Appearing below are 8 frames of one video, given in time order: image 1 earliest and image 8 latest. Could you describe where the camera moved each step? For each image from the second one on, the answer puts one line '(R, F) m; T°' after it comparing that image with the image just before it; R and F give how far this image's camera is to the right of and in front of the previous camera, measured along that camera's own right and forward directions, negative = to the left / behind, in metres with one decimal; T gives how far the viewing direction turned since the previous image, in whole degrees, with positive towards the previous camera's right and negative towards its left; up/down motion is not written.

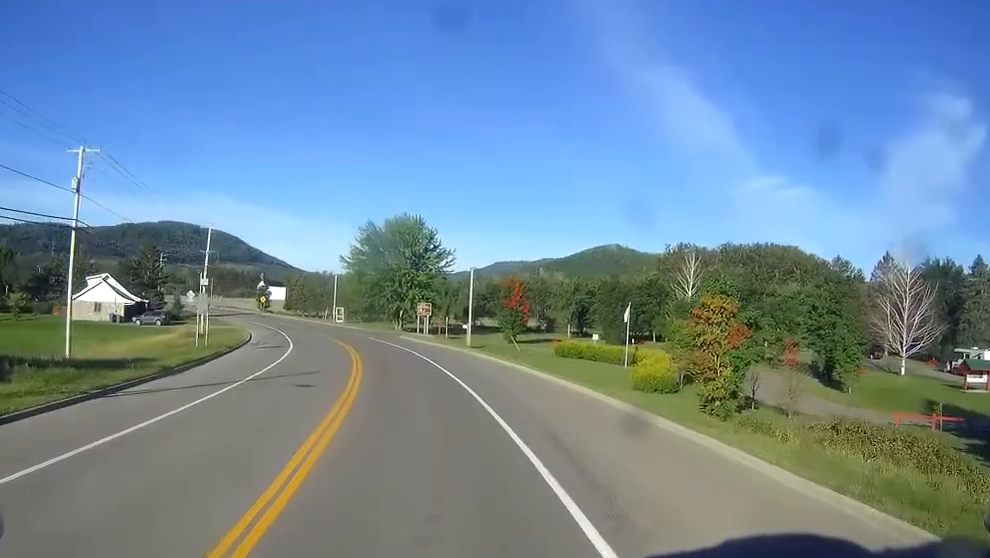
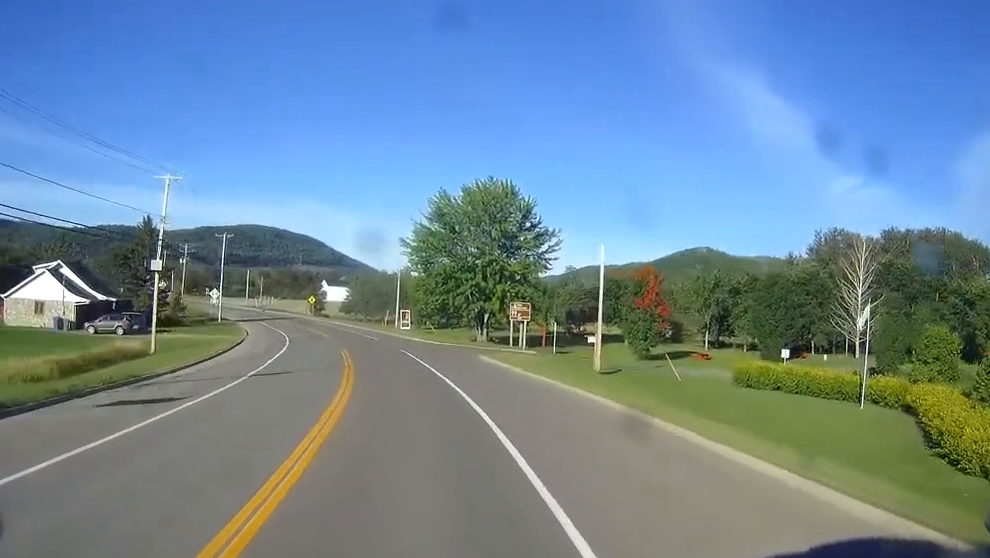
(-2.8, +36.7) m; -4°
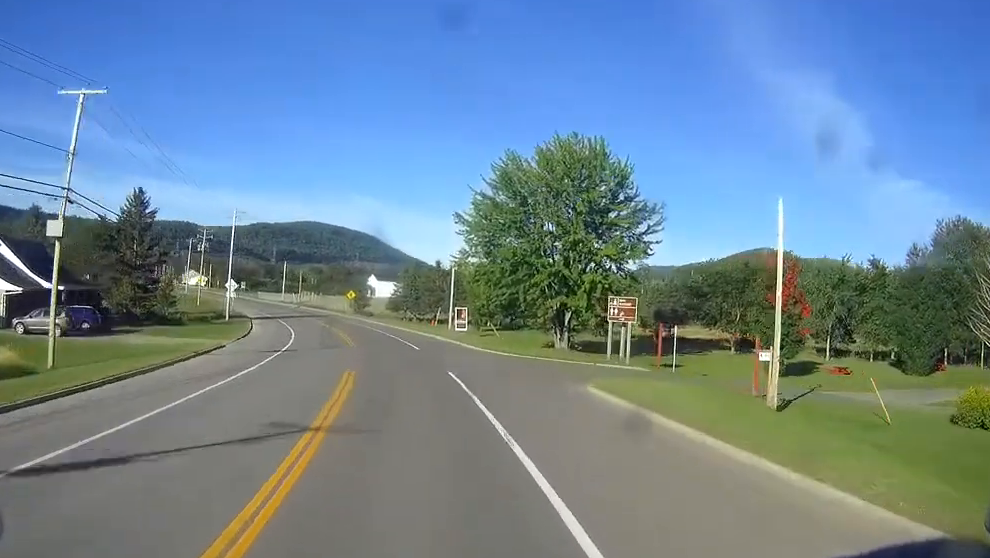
(0.0, +22.2) m; 0°
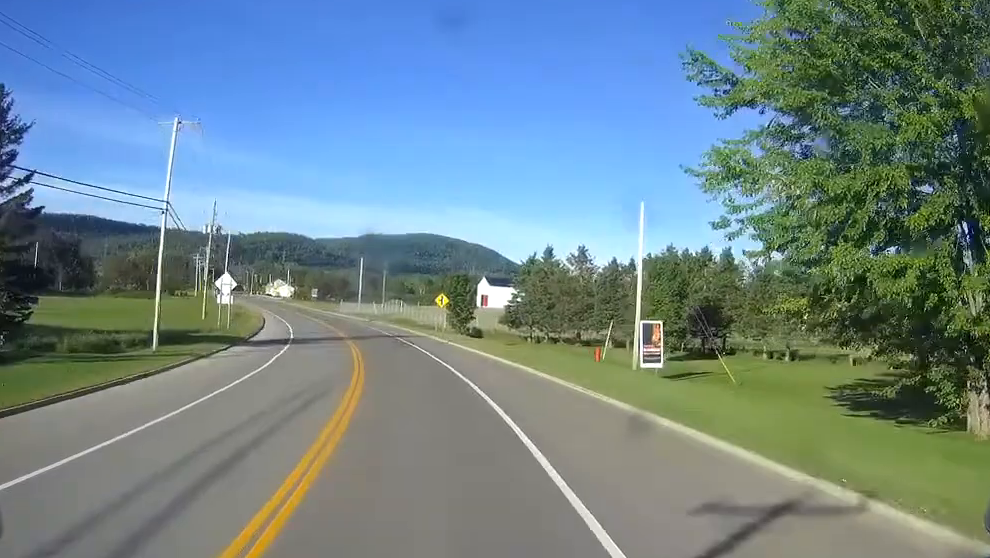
(-3.0, +46.5) m; -14°
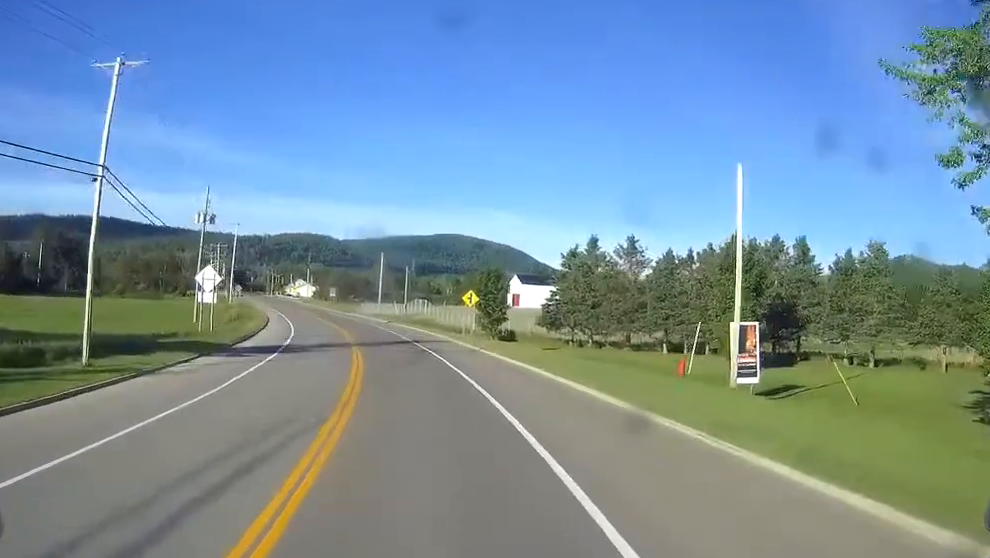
(-1.1, +11.0) m; -5°
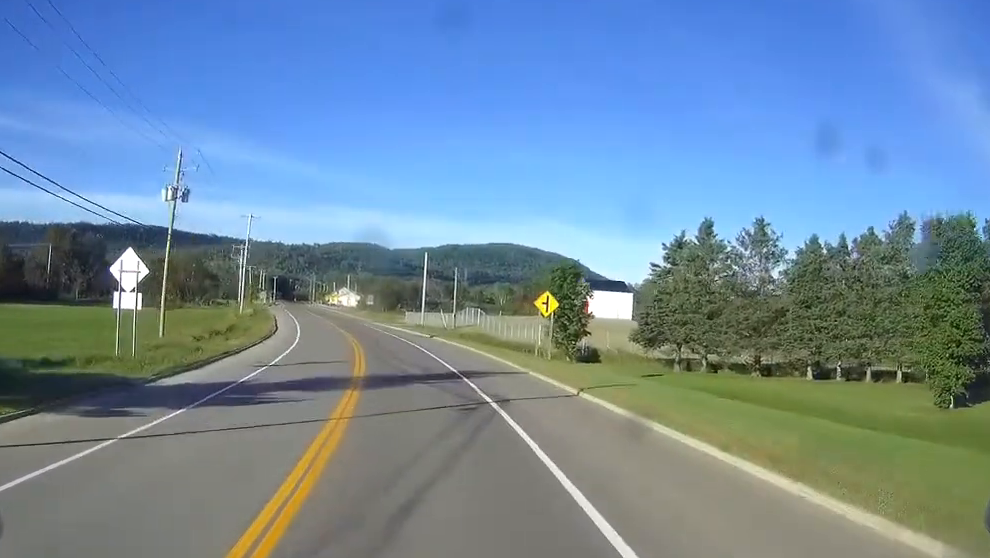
(-0.2, +19.9) m; 0°
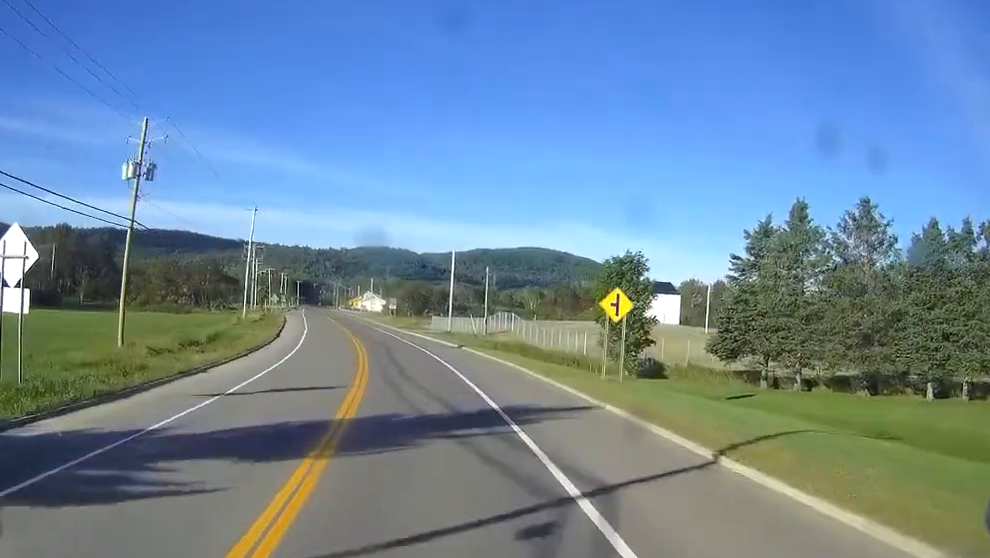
(0.0, +11.0) m; 0°
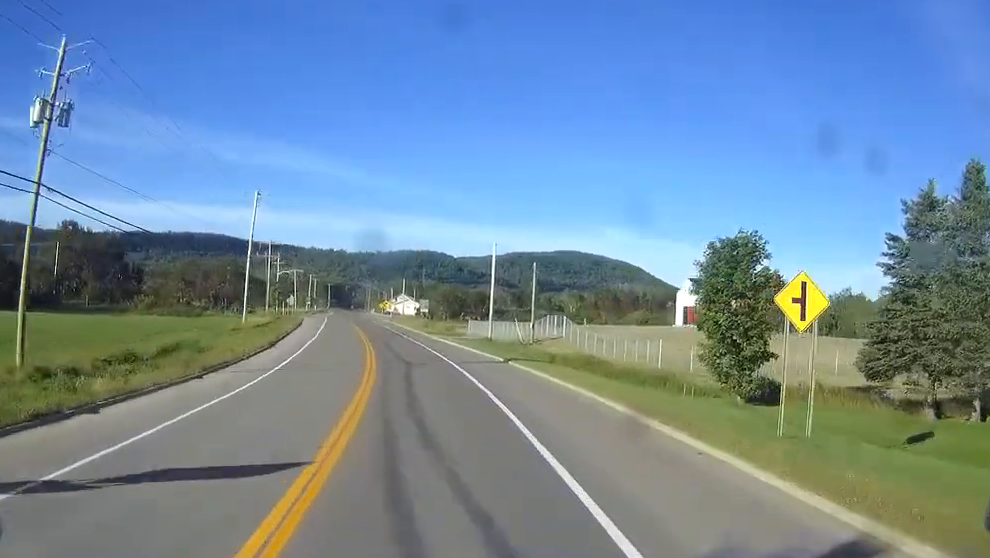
(0.0, +13.8) m; 0°
